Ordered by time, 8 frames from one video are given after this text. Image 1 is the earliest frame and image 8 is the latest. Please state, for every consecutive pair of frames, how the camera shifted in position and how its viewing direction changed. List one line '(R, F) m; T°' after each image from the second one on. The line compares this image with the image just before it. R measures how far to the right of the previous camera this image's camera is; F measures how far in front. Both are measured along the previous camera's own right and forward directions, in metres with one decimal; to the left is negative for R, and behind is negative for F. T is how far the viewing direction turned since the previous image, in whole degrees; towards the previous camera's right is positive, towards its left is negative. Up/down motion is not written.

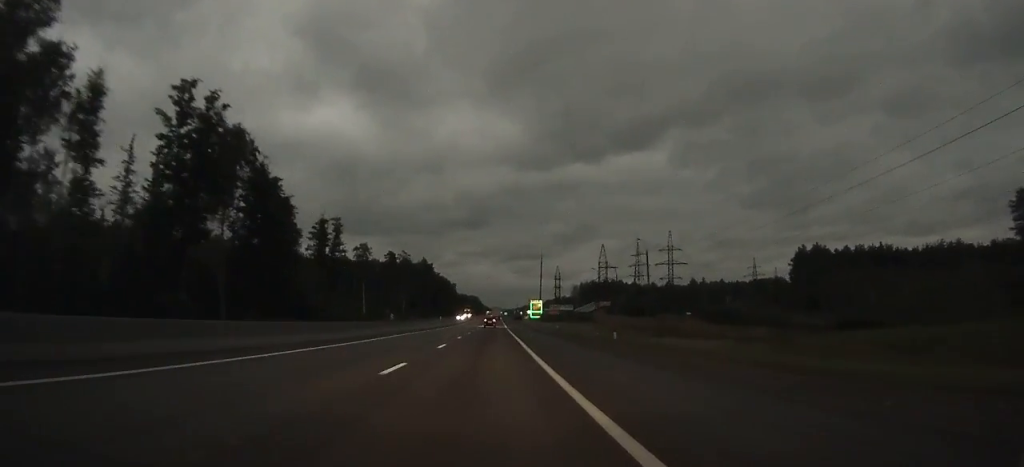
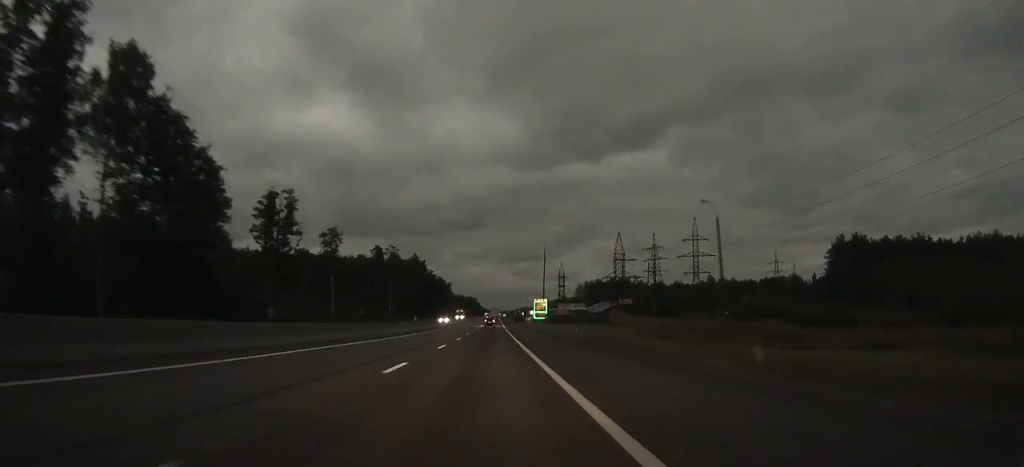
(-0.1, +23.6) m; 0°
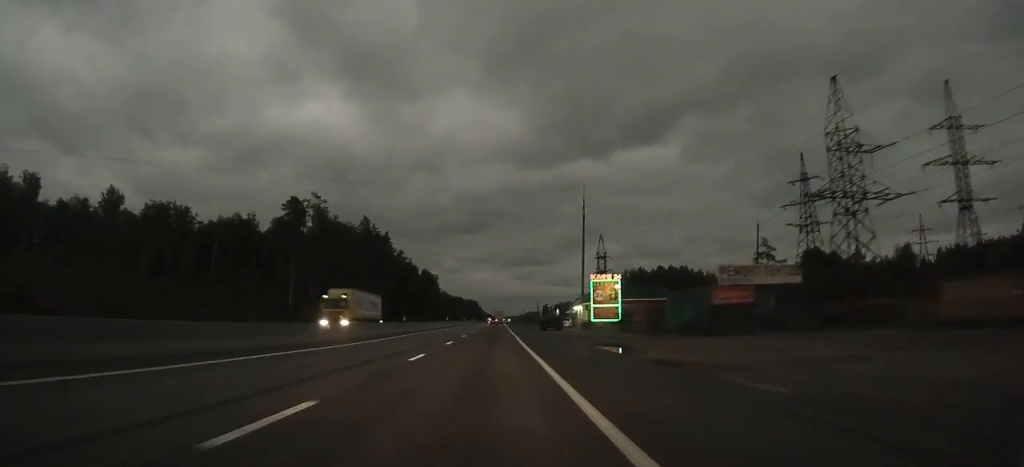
(-0.1, +94.7) m; 0°
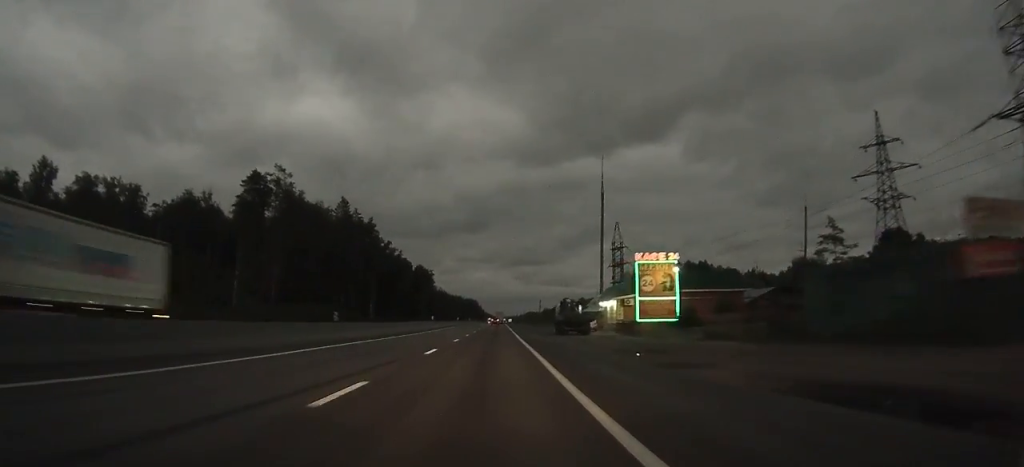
(-0.1, +21.7) m; 0°
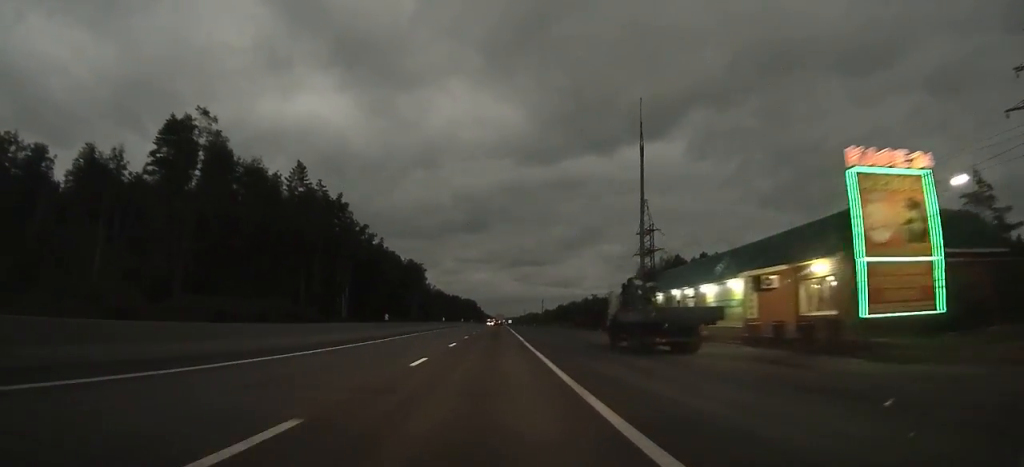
(-0.1, +29.3) m; 0°
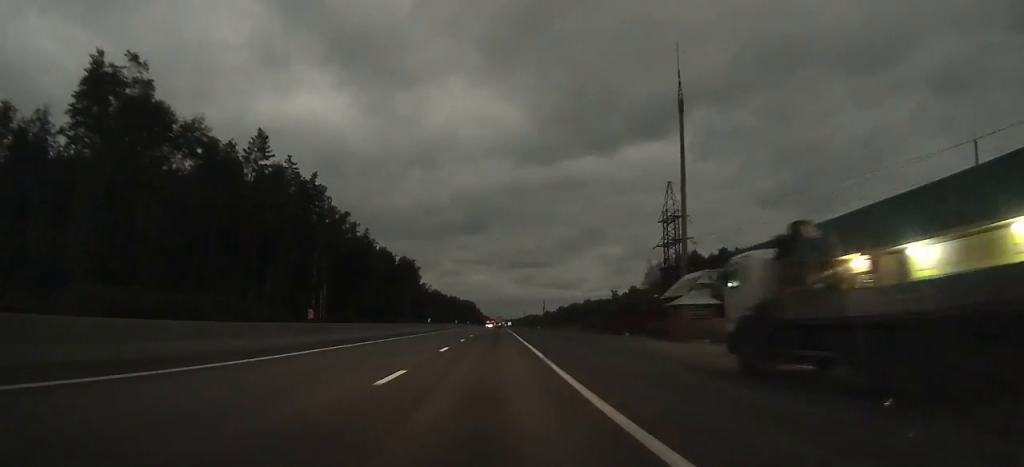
(0.0, +17.1) m; 0°
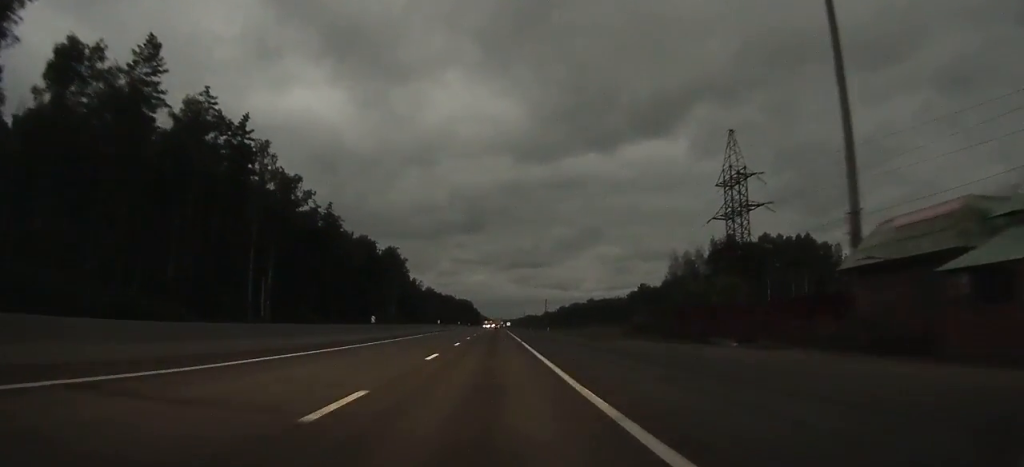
(0.0, +28.6) m; 0°
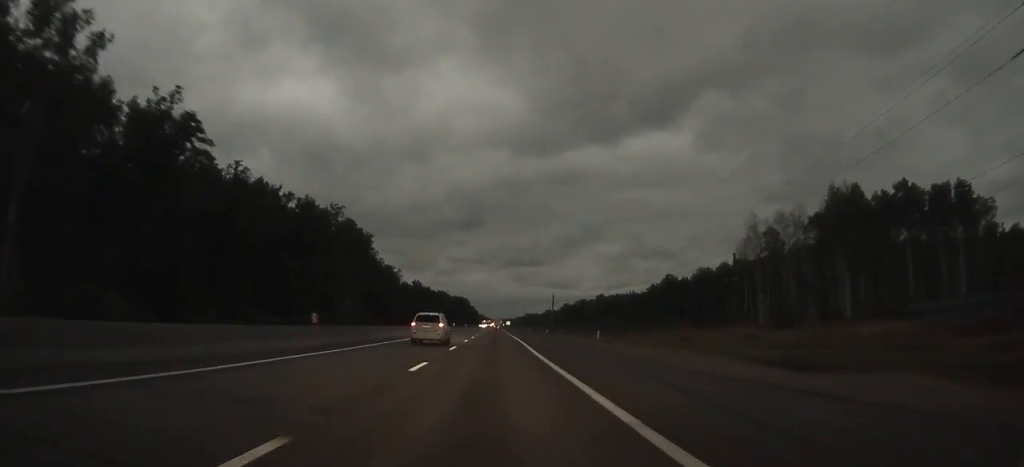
(+0.3, +52.2) m; 0°
